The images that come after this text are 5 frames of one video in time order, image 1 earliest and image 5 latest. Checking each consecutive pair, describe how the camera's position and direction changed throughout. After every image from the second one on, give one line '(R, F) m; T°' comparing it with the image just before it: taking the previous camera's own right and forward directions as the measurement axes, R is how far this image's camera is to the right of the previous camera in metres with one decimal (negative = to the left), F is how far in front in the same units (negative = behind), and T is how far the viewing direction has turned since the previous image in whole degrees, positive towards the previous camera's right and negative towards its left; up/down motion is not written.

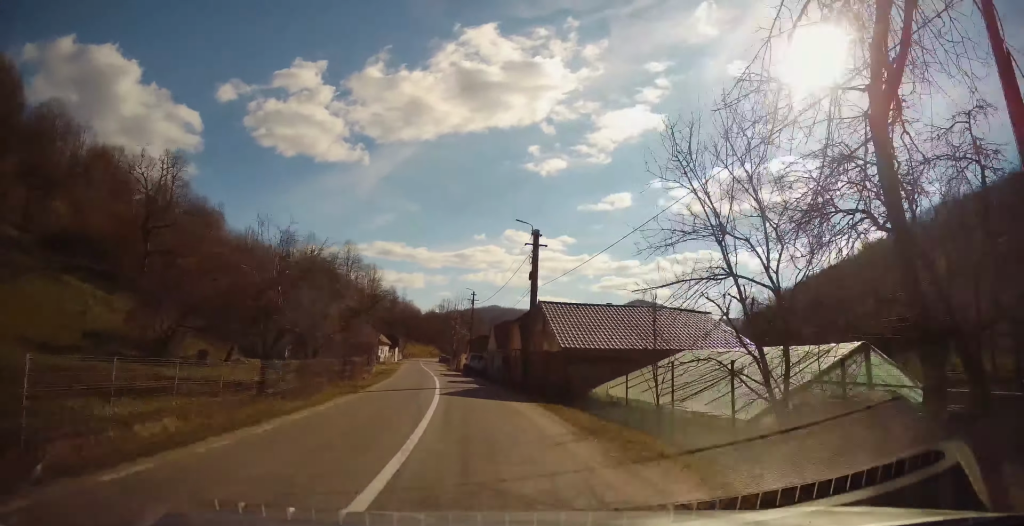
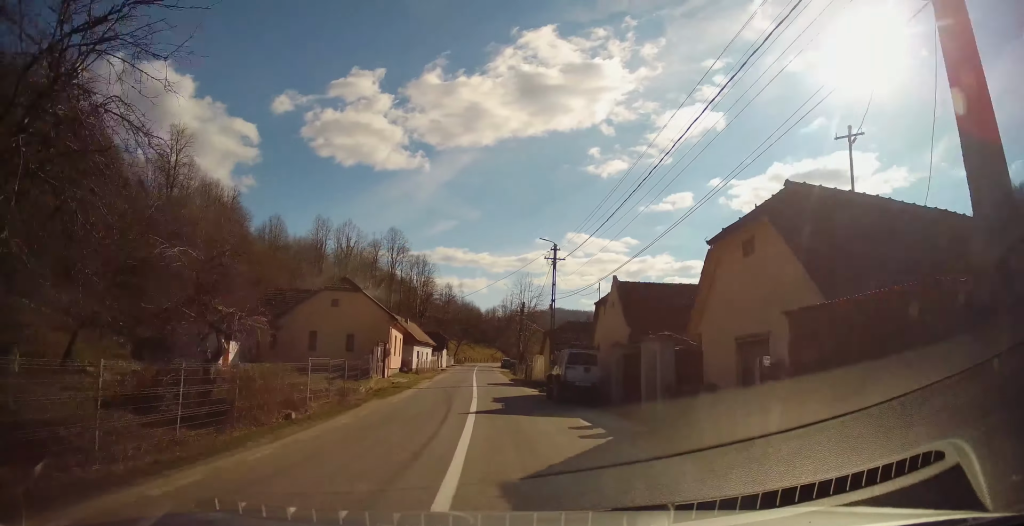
(-1.3, +25.3) m; -6°
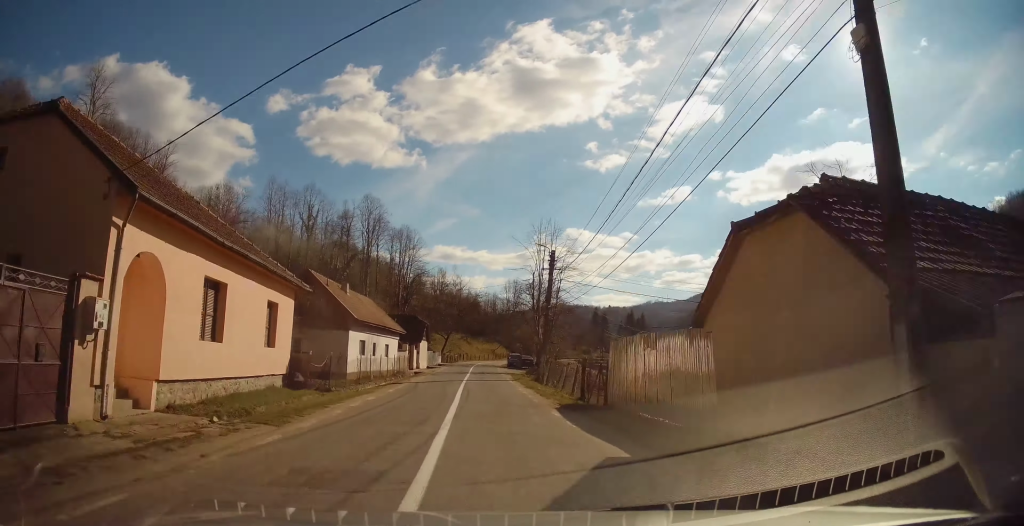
(0.0, +27.8) m; +1°
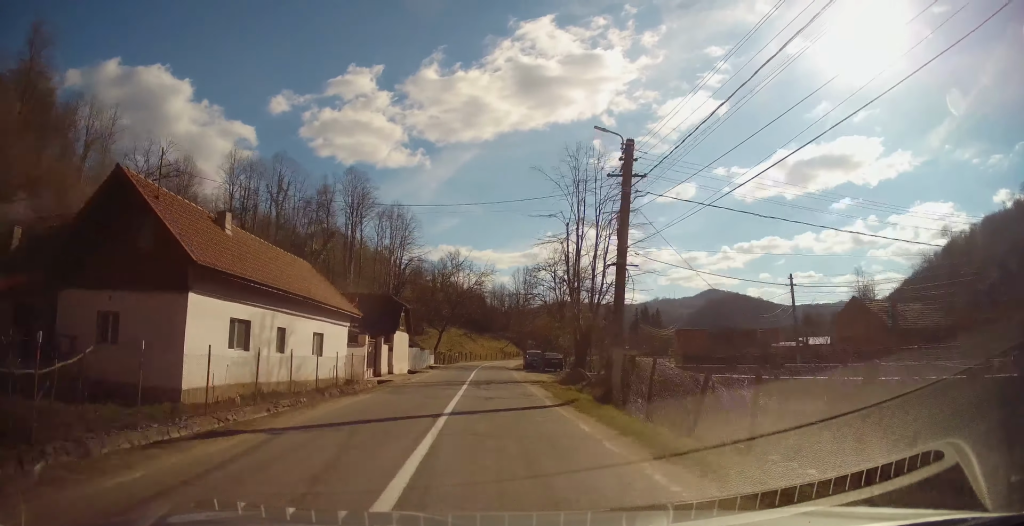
(-0.3, +17.7) m; -2°
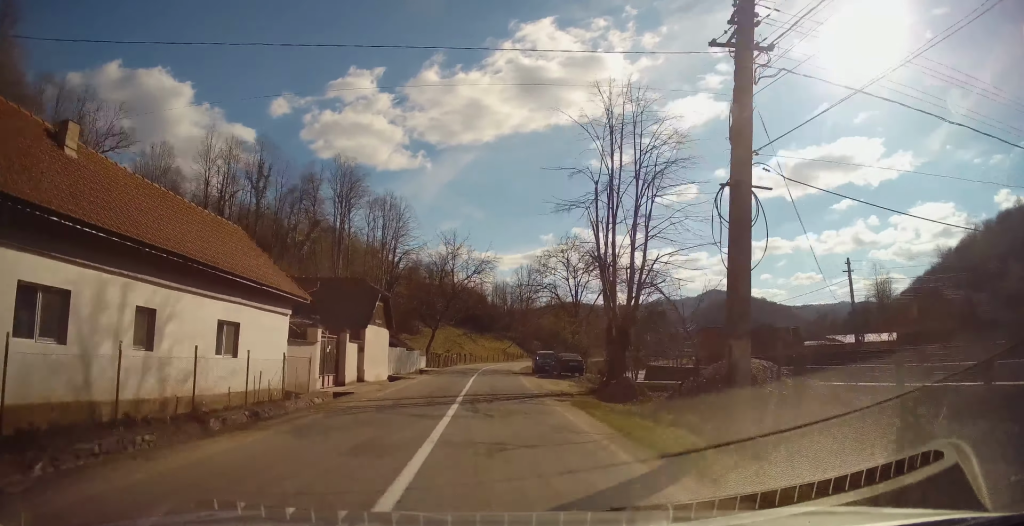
(-0.2, +8.2) m; 0°
